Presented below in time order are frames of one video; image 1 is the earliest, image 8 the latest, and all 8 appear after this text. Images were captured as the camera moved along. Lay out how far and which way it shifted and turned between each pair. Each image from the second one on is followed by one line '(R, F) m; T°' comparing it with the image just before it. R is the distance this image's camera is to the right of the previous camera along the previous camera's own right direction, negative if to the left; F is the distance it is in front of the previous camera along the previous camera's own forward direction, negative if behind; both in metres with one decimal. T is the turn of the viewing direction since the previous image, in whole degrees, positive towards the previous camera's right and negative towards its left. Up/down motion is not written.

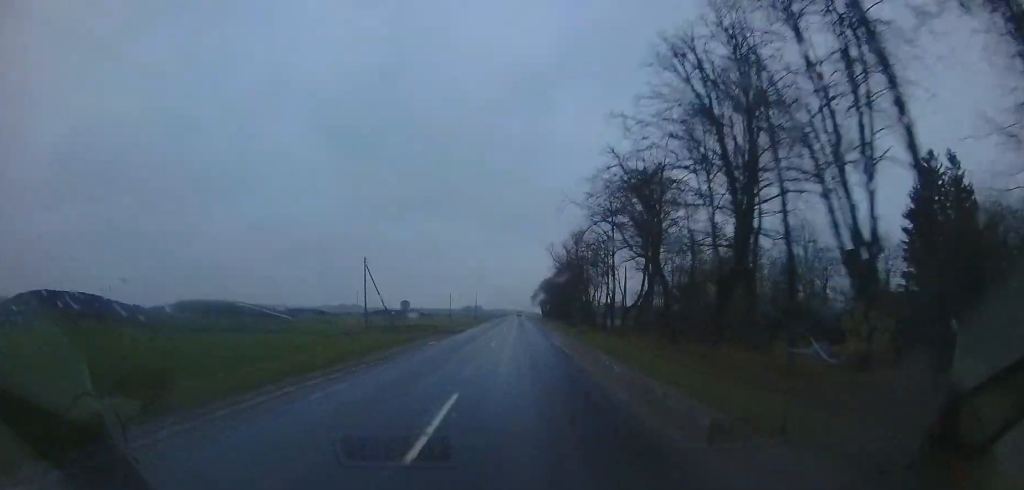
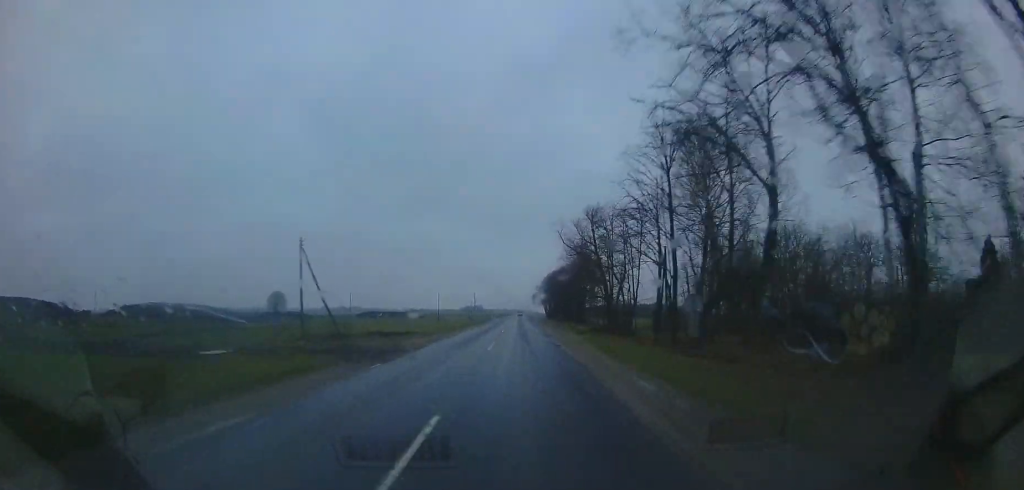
(-0.1, +13.2) m; 0°
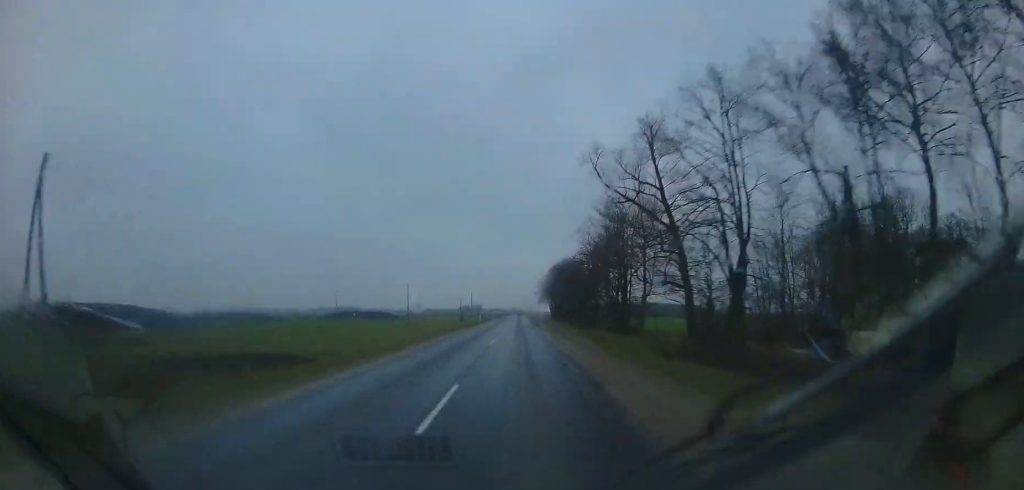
(-0.2, +21.3) m; -1°
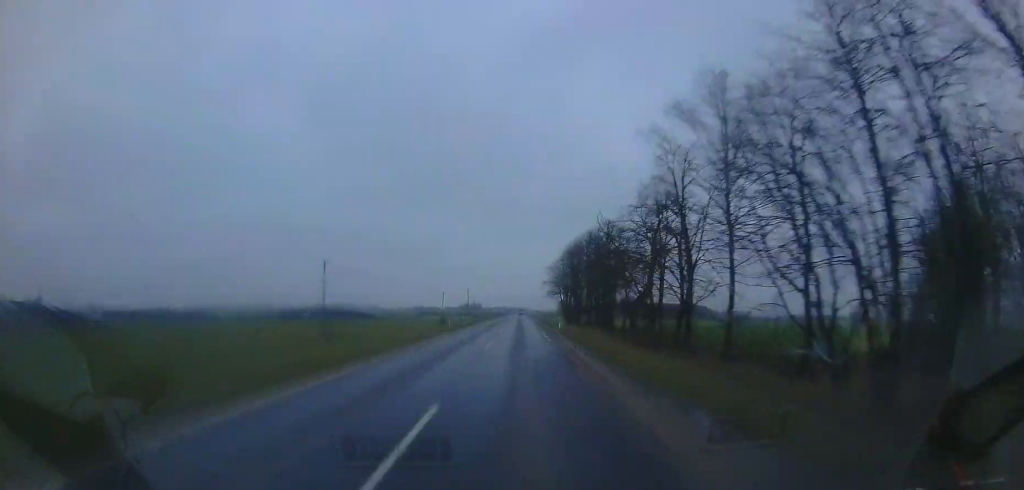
(0.0, +25.3) m; 0°
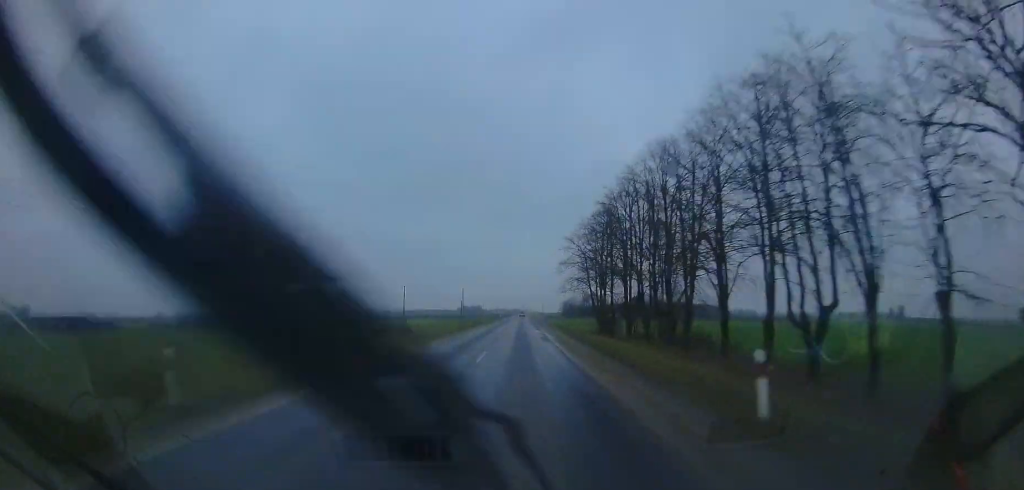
(+0.2, +27.4) m; 0°
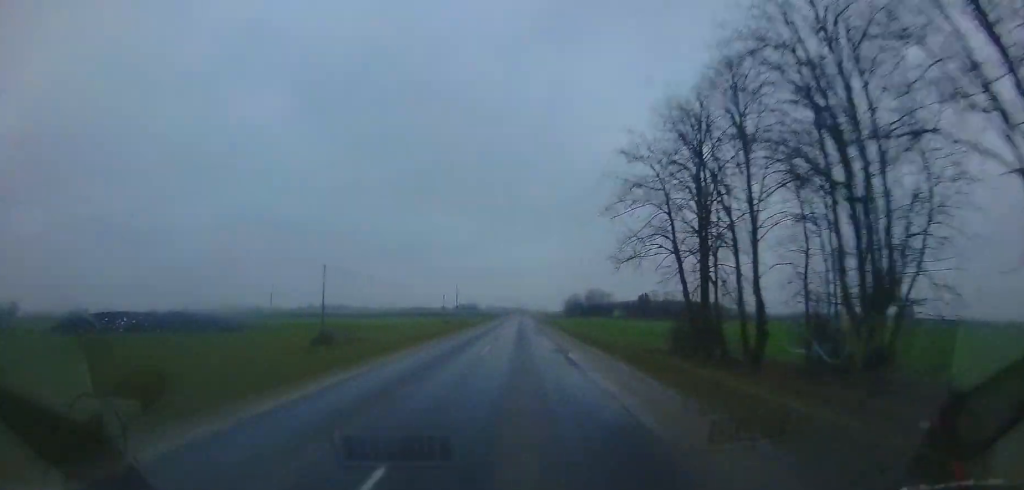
(-0.1, +22.3) m; 0°
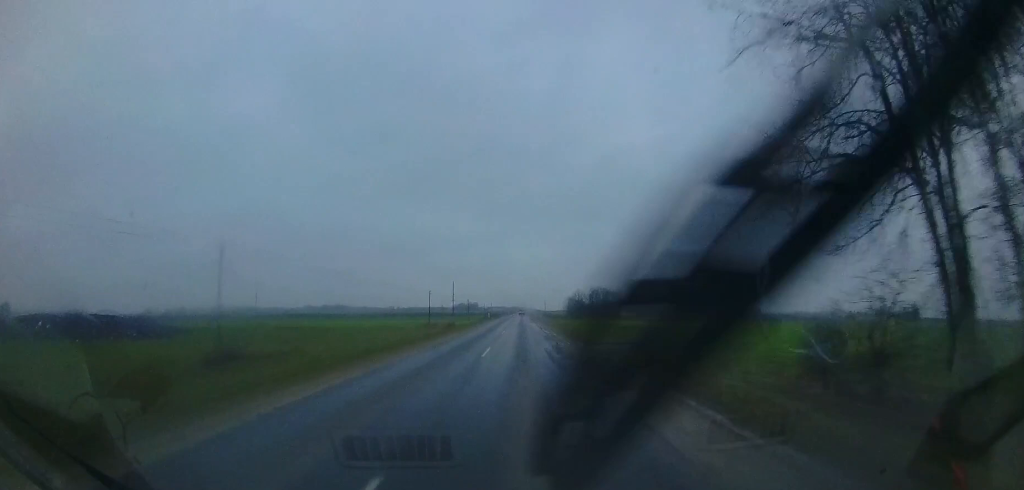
(-0.1, +12.2) m; 0°
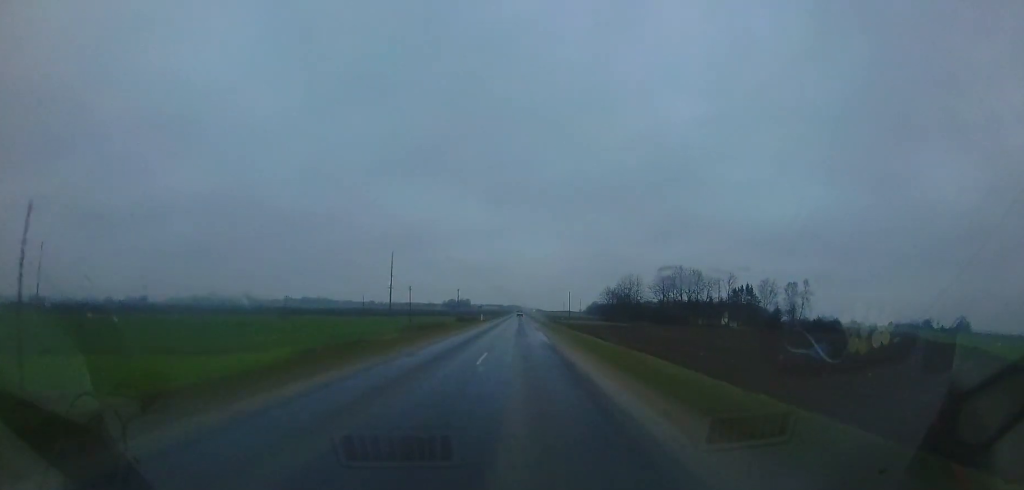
(+2.9, +109.9) m; +1°
